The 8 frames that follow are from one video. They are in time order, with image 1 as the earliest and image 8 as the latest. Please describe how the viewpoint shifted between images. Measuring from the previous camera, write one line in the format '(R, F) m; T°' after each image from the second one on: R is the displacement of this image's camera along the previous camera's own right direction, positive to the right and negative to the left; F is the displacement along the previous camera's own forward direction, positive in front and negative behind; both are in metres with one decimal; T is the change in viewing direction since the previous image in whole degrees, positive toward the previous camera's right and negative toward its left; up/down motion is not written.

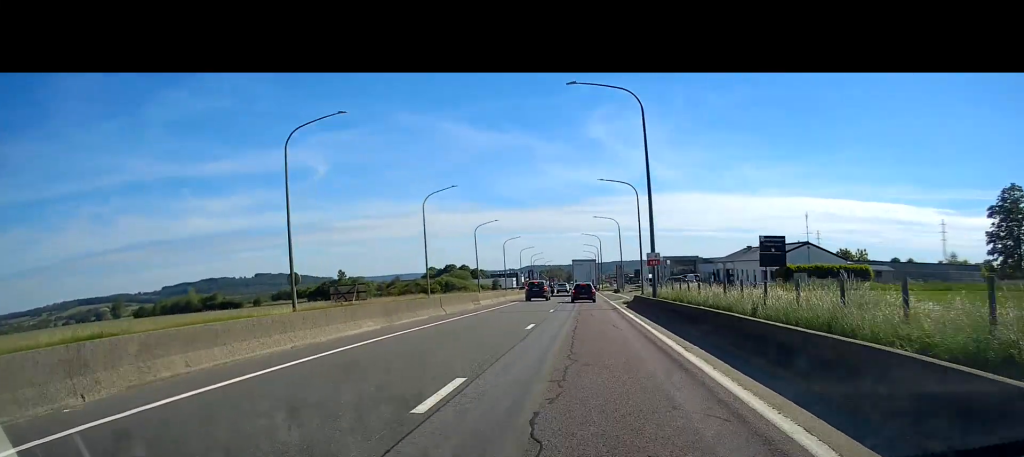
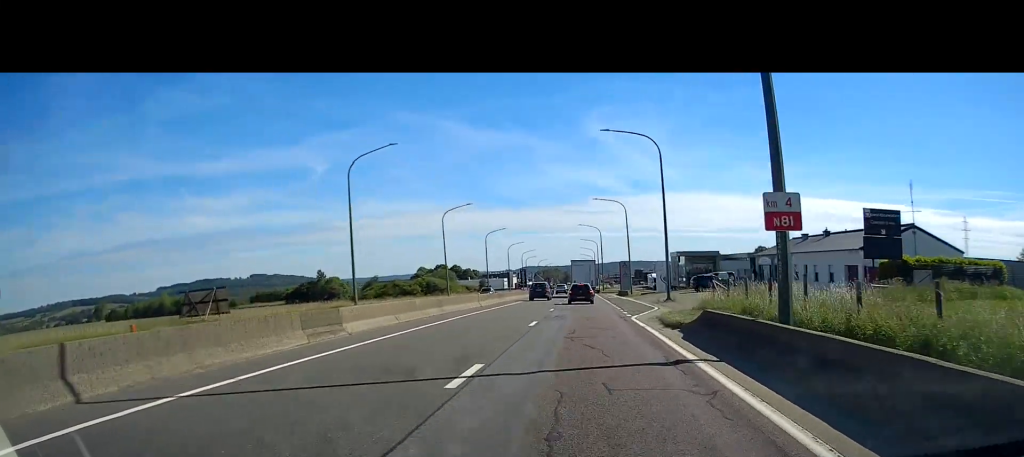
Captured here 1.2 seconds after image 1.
(+0.1, +23.1) m; 0°
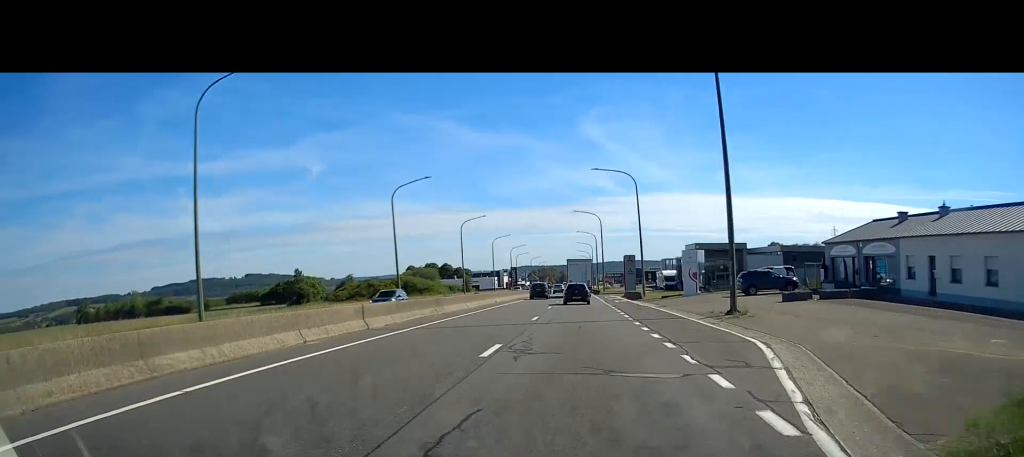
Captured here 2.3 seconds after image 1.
(+0.1, +21.5) m; 0°
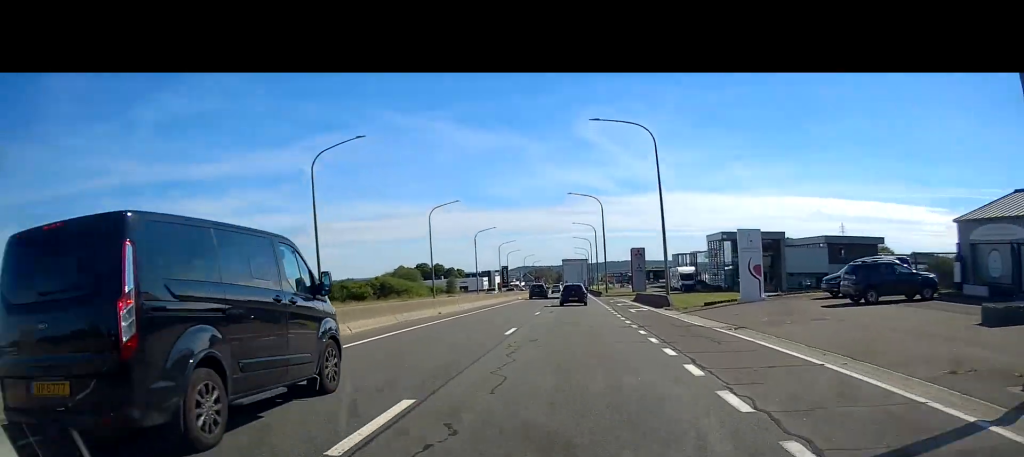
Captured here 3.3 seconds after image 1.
(0.0, +19.3) m; 0°
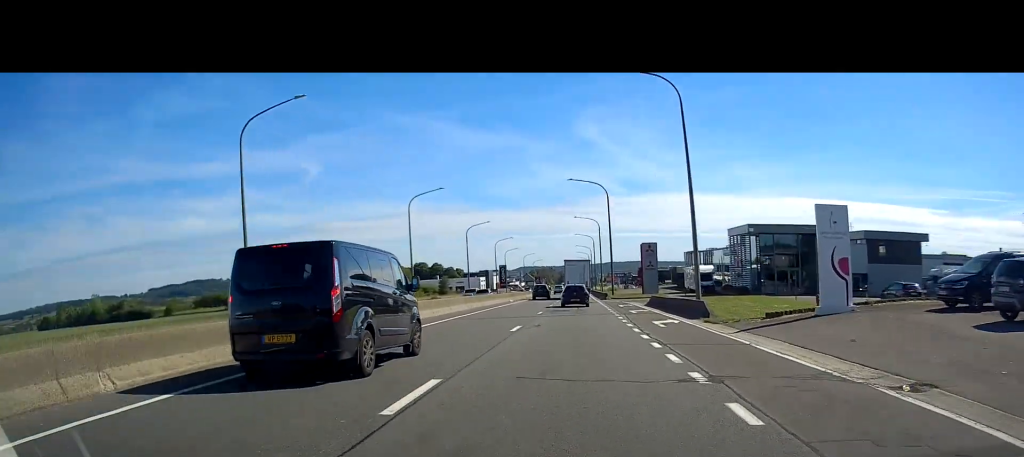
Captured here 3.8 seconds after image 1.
(0.0, +10.9) m; 0°
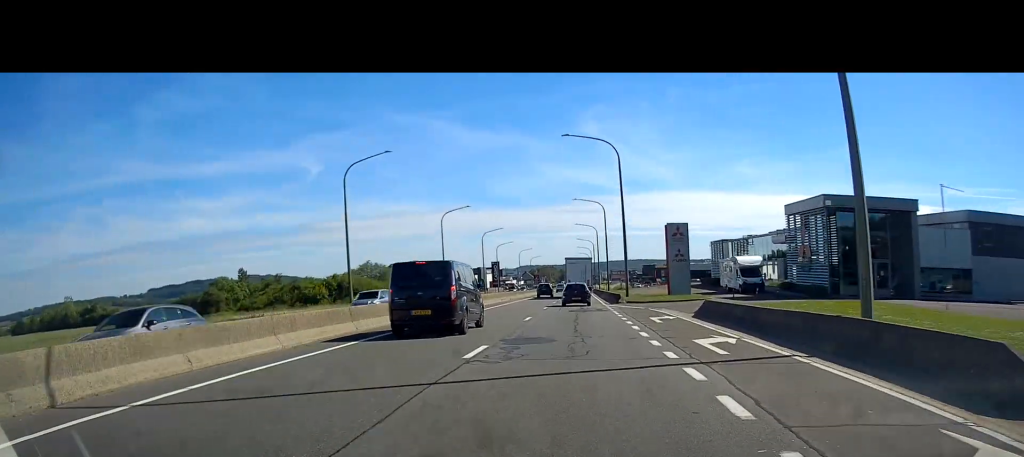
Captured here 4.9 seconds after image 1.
(-0.1, +20.0) m; -1°
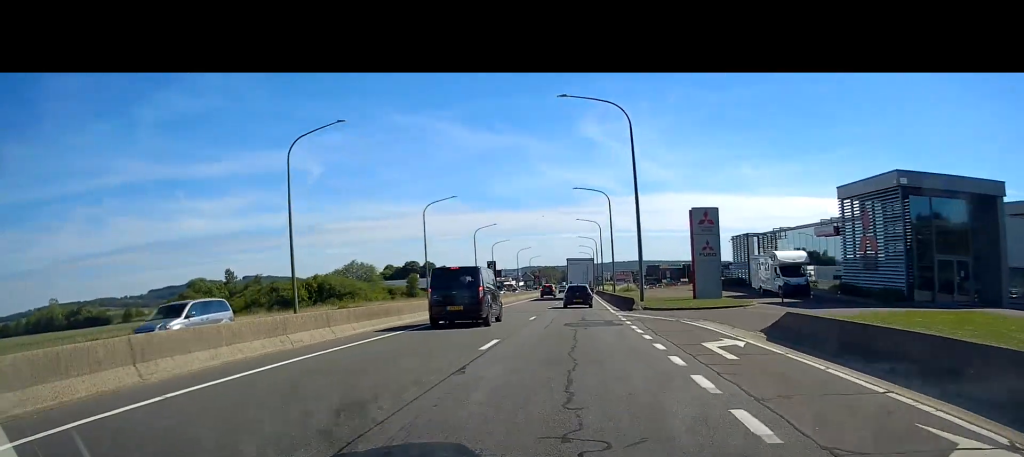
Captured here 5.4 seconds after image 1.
(0.0, +11.0) m; 0°
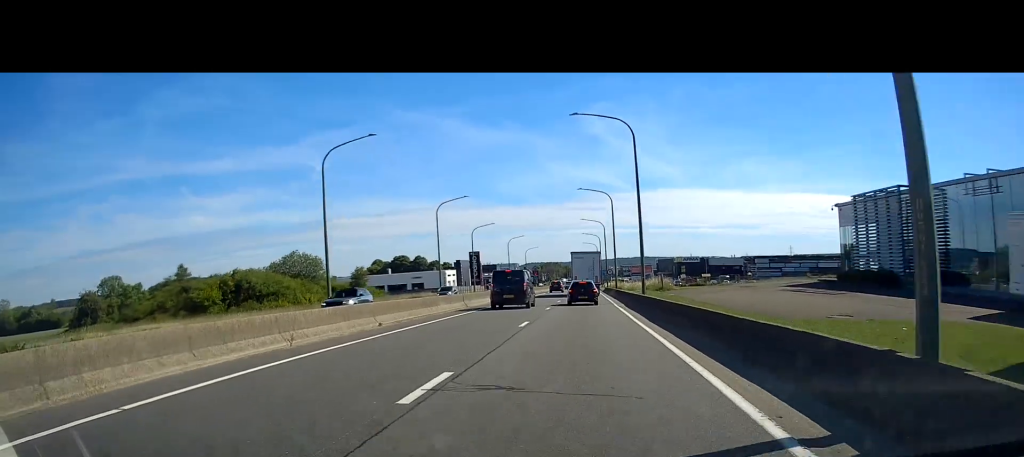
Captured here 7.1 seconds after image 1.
(0.0, +32.0) m; 0°
